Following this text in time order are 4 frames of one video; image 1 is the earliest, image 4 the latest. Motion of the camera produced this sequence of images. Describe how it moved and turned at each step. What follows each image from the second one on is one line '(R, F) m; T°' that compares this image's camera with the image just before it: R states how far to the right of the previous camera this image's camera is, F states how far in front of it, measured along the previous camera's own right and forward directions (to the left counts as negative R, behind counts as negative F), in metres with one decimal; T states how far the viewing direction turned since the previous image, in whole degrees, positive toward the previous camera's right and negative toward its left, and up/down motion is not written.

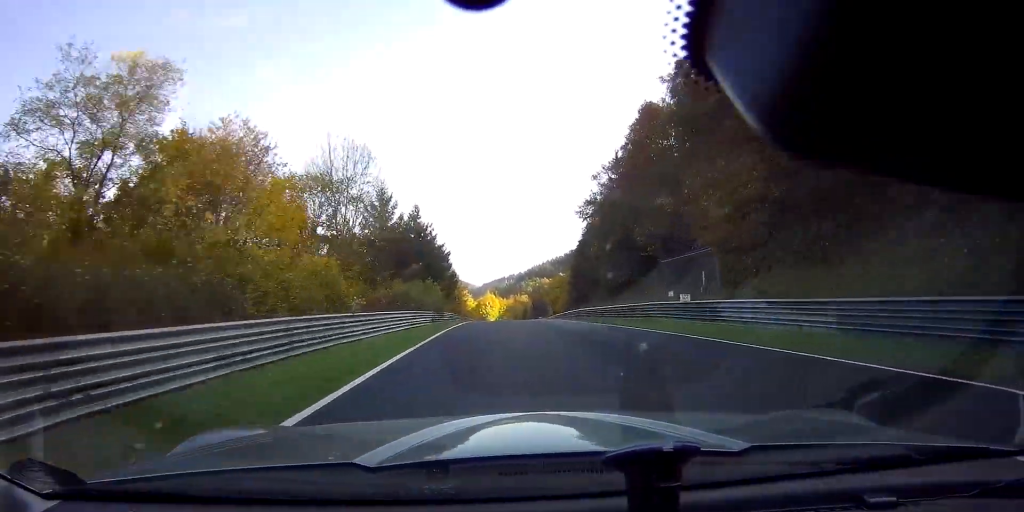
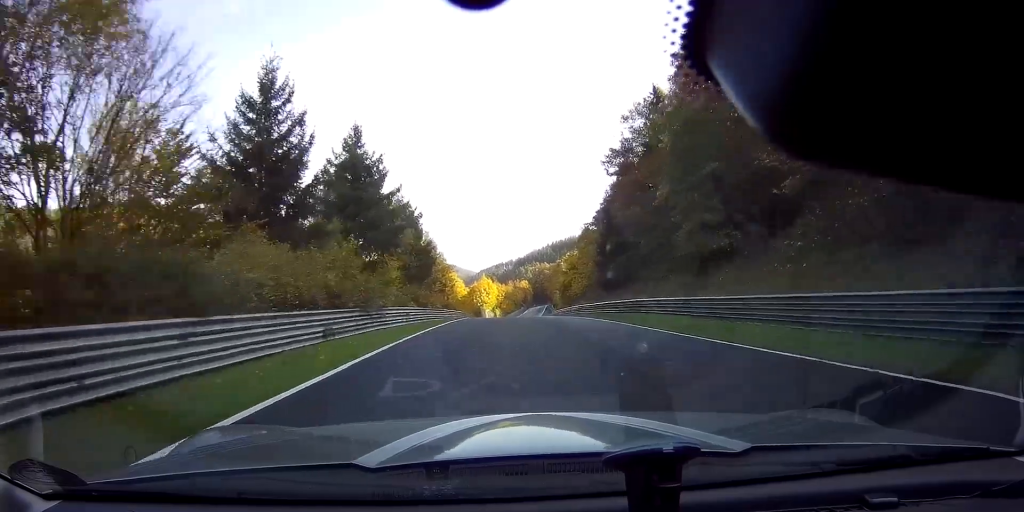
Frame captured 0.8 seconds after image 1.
(+0.1, +24.5) m; 0°
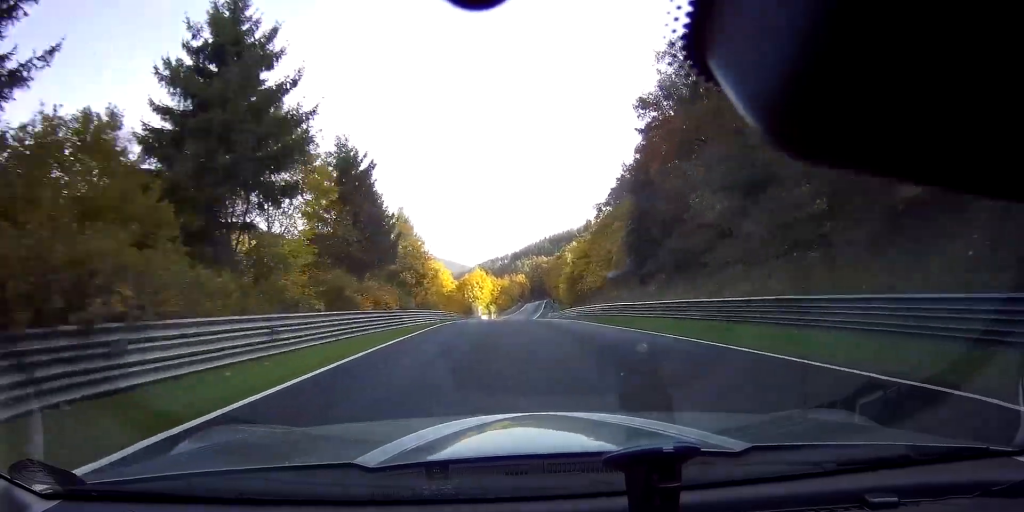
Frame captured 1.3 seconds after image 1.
(-0.1, +17.7) m; 0°
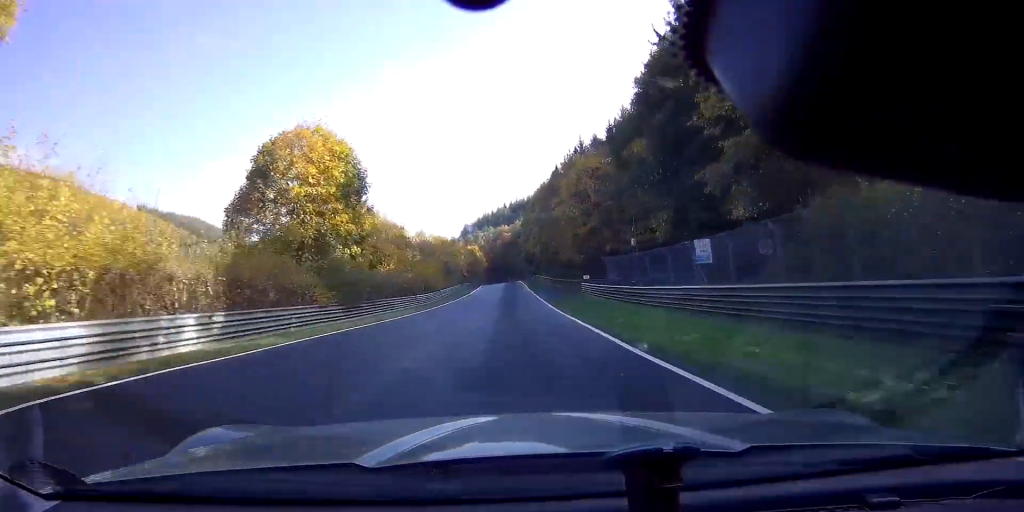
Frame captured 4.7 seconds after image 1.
(+6.2, +122.5) m; +5°
